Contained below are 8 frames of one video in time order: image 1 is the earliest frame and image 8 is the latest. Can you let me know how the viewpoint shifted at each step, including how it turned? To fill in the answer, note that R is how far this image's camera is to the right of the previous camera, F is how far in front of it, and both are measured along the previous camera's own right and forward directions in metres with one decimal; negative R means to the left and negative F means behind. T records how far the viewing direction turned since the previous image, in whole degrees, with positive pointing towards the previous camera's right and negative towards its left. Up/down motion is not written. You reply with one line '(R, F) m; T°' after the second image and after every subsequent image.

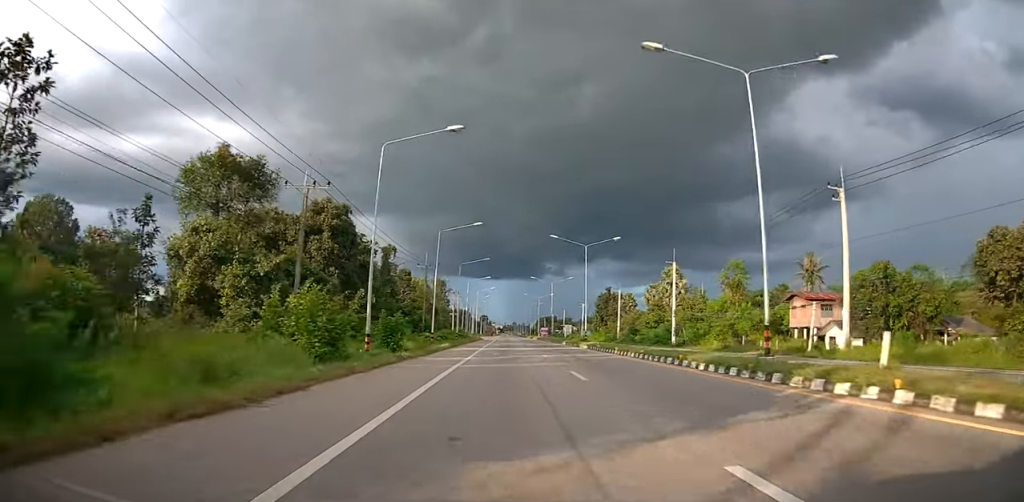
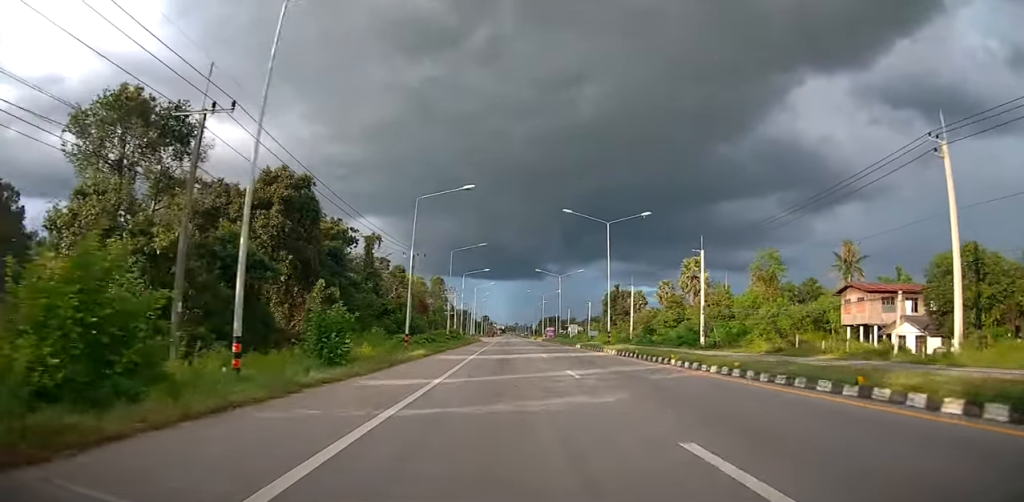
(-0.3, +10.9) m; -1°
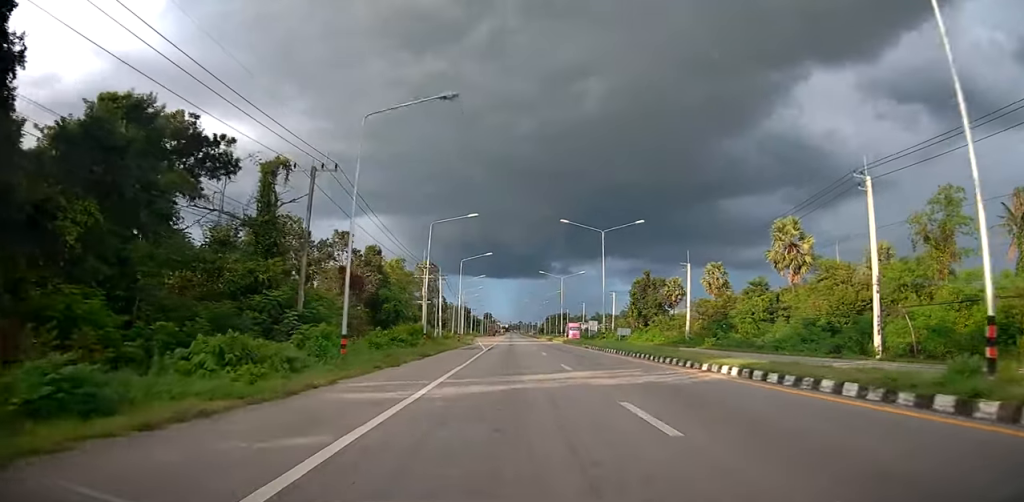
(-0.5, +32.7) m; -1°
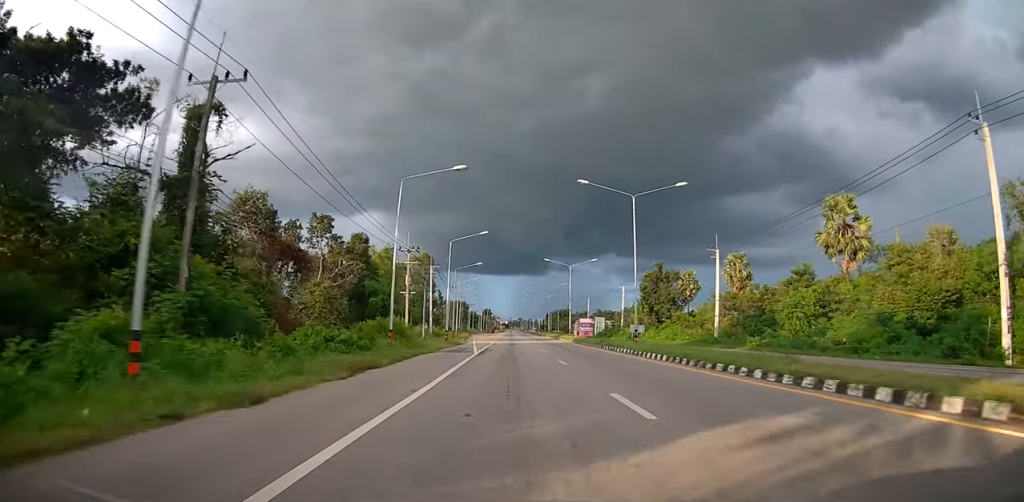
(0.0, +10.9) m; 0°
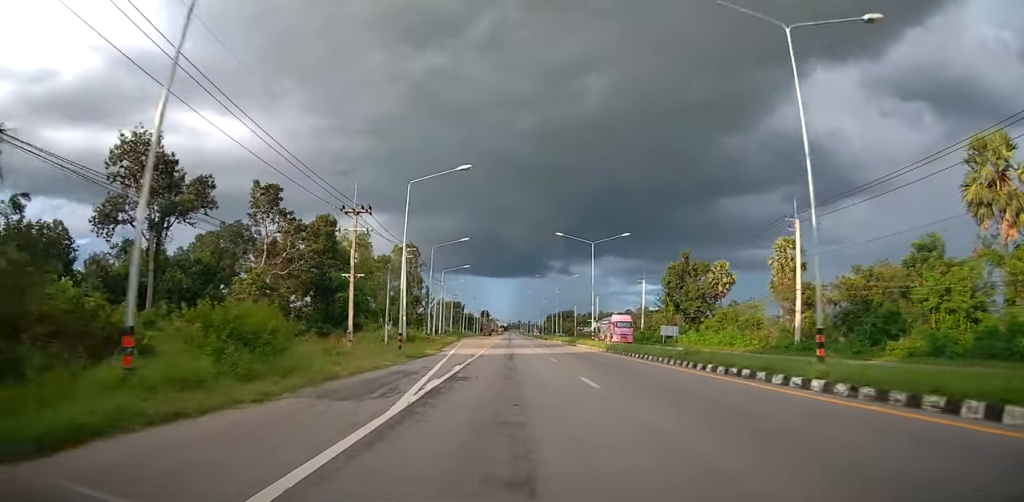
(0.0, +19.7) m; 0°
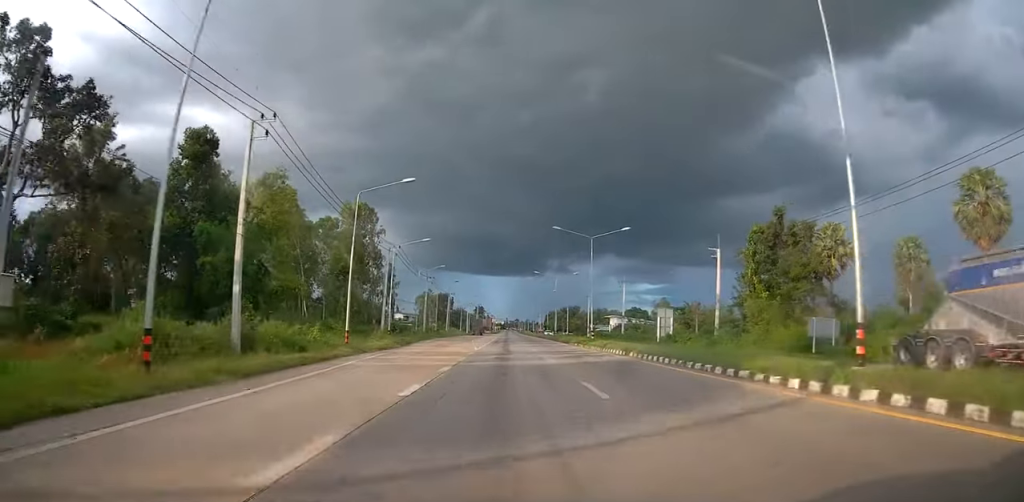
(0.0, +38.3) m; +1°
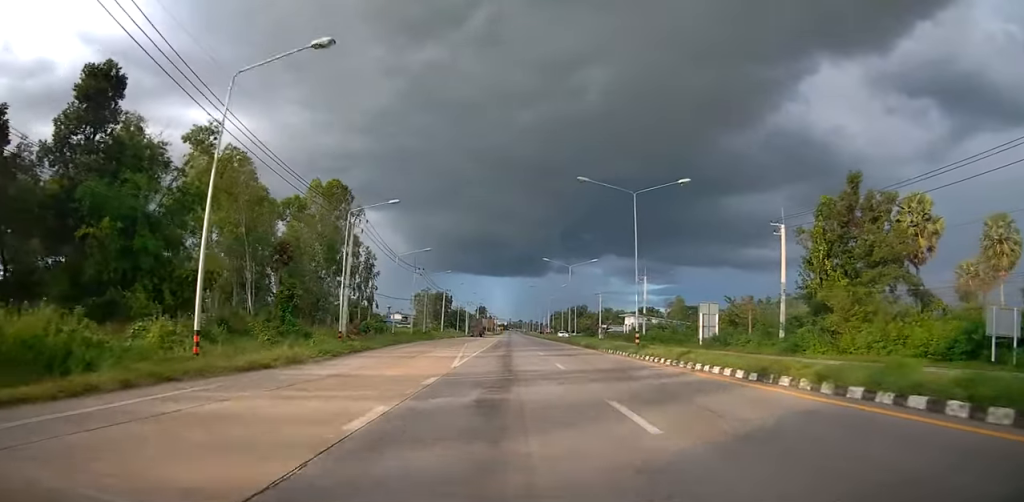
(0.0, +15.5) m; +1°
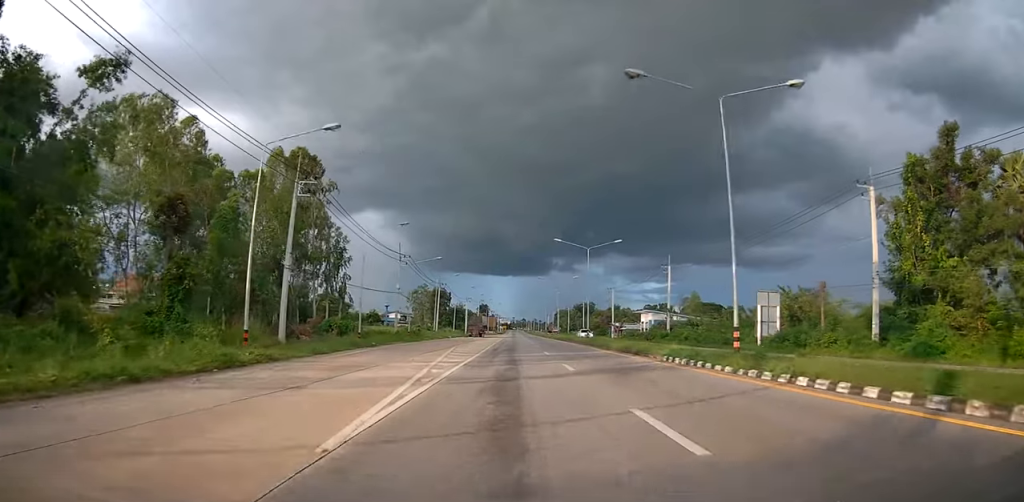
(+0.5, +13.5) m; 0°
